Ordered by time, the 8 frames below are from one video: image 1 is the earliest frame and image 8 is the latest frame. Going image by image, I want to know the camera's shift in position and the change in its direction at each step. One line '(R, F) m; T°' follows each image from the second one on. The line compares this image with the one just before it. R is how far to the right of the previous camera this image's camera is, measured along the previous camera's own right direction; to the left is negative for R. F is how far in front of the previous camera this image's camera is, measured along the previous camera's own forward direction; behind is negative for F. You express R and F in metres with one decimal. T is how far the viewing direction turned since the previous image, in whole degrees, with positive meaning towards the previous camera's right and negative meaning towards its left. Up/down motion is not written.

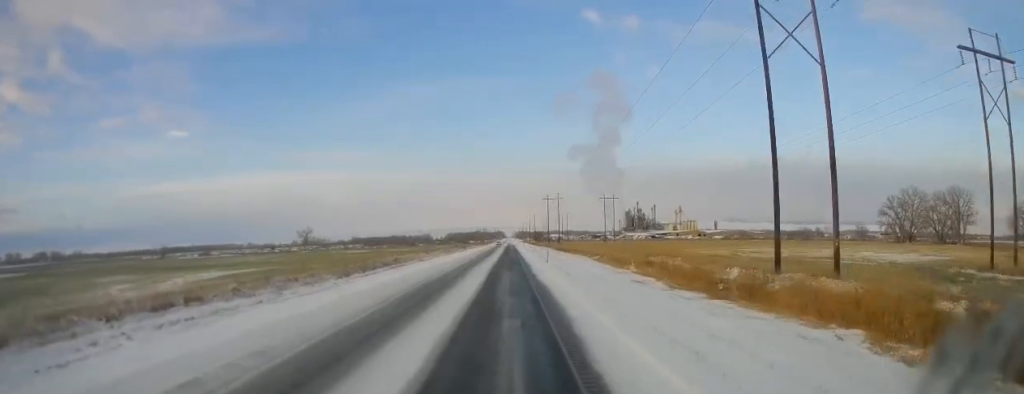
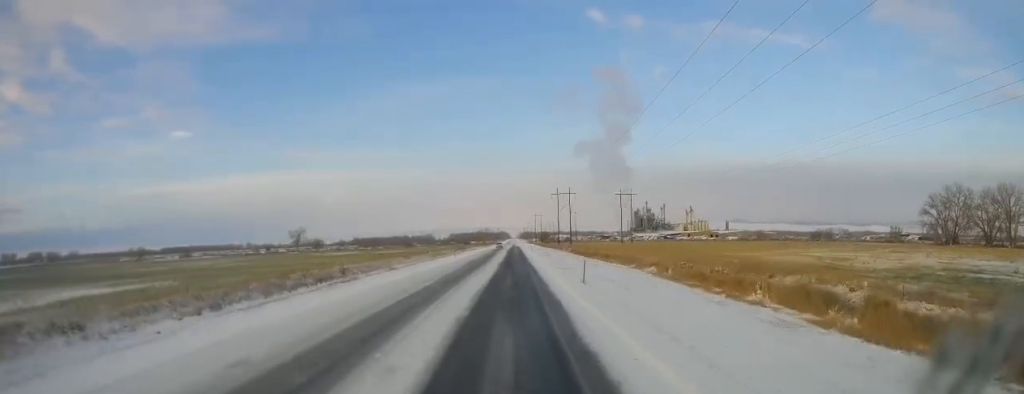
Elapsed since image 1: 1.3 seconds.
(0.0, +27.3) m; 0°
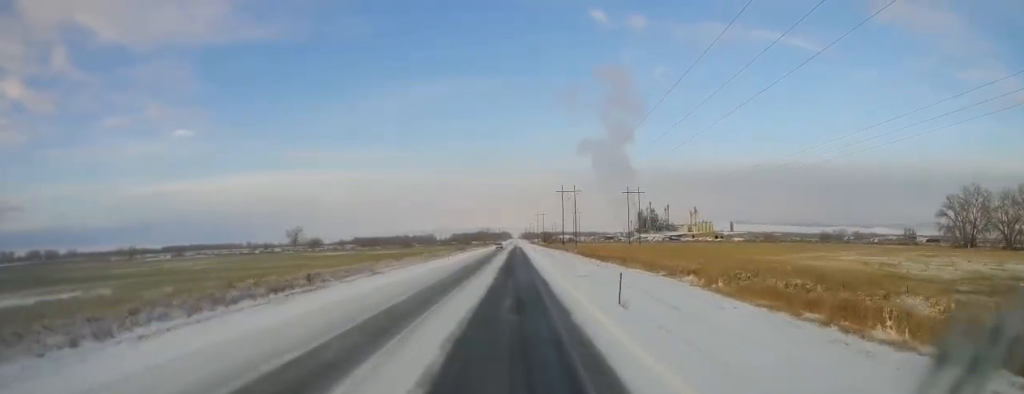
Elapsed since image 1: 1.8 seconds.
(0.0, +10.2) m; 0°
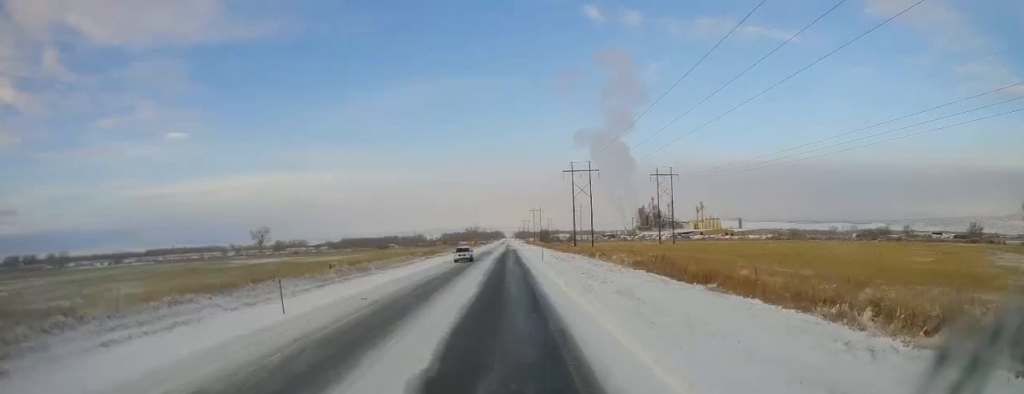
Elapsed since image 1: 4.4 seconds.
(0.0, +53.0) m; -1°
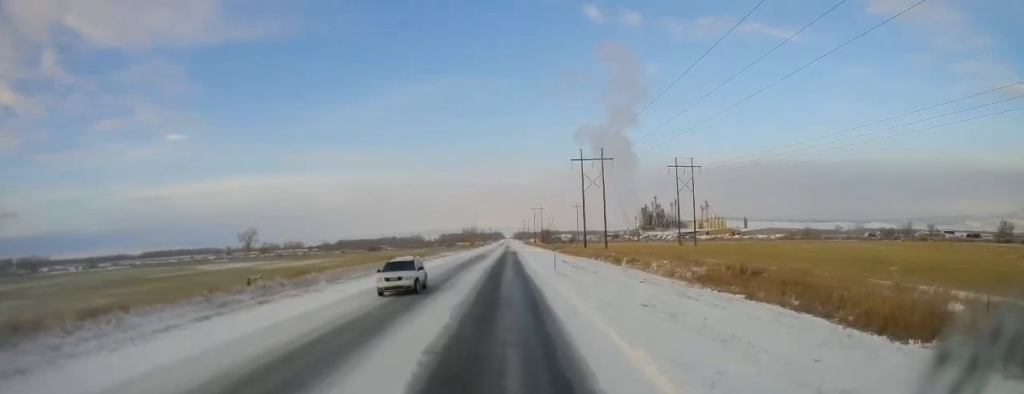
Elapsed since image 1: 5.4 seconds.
(-0.4, +19.3) m; 0°
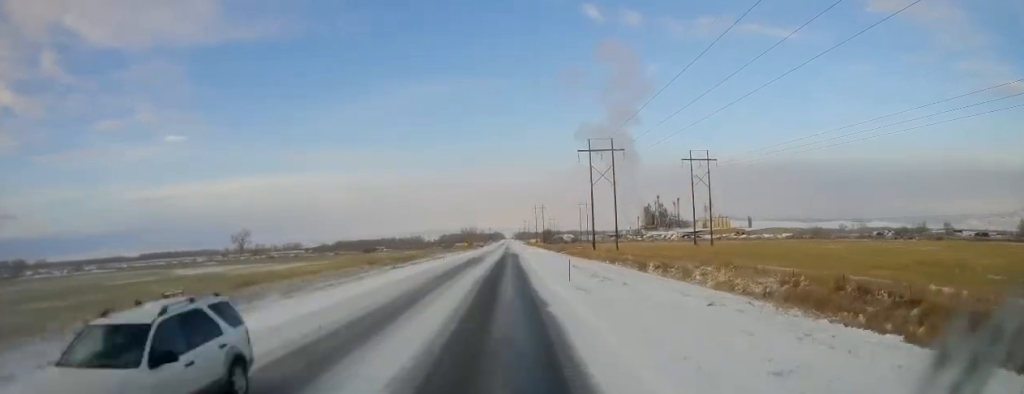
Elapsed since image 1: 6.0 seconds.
(+0.2, +11.4) m; +1°
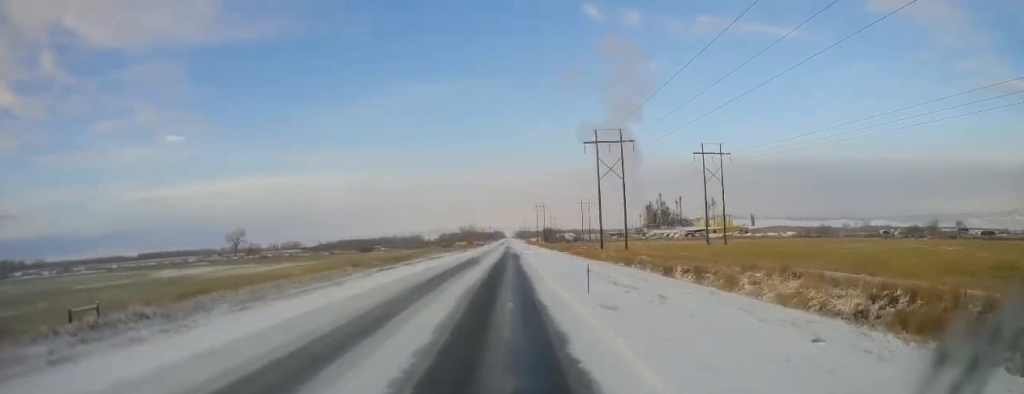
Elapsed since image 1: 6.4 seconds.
(+0.1, +8.1) m; 0°
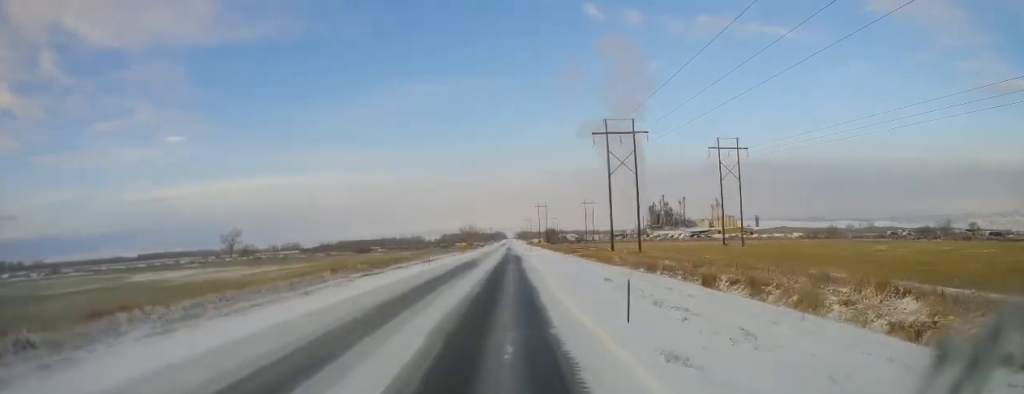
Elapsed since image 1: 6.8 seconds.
(0.0, +8.8) m; 0°
